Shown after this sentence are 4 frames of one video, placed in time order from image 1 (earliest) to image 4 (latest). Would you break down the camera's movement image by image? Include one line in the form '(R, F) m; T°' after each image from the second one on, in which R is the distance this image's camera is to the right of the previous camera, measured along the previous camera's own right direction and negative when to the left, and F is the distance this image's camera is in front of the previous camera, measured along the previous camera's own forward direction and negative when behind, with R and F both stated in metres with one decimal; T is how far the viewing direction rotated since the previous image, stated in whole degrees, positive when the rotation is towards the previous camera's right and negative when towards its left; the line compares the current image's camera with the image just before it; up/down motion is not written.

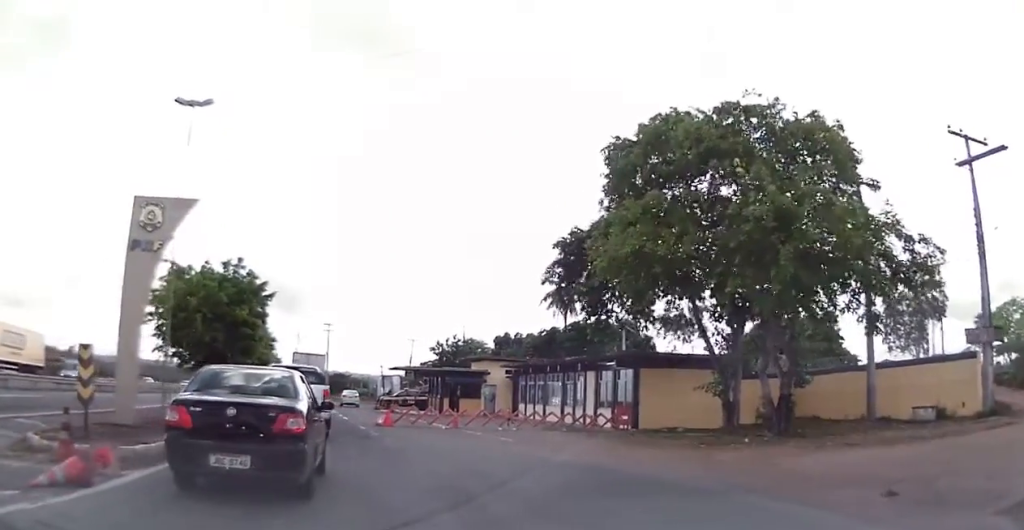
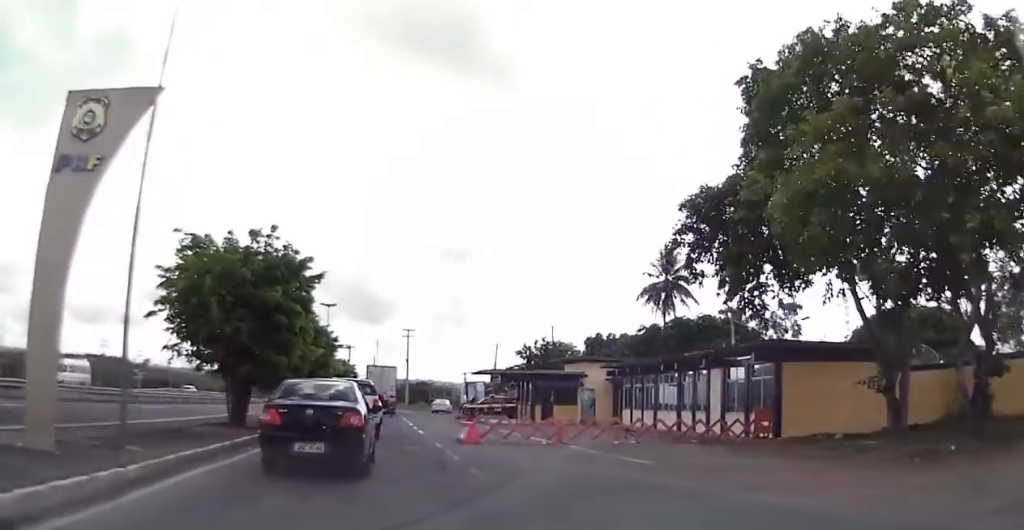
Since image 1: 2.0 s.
(-1.1, +5.2) m; -13°
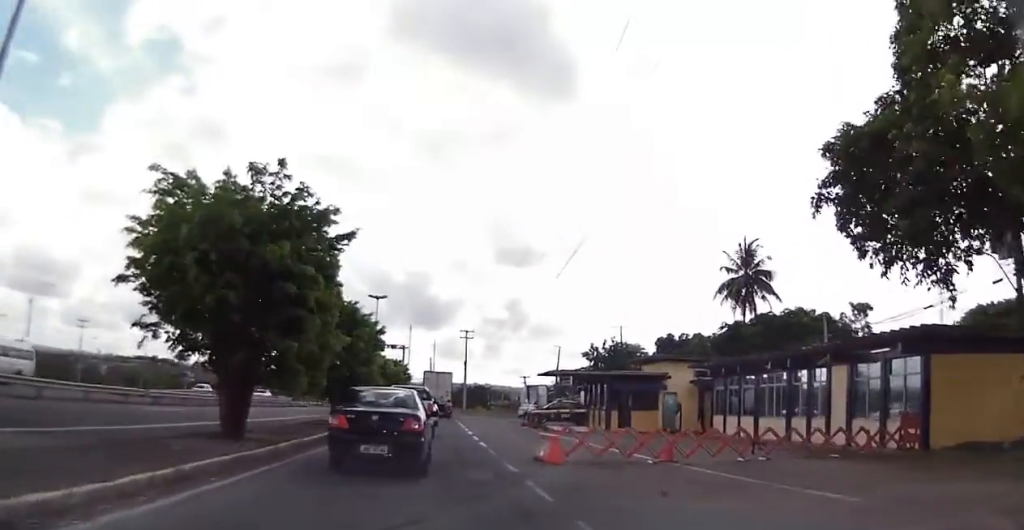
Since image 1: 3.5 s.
(0.0, +4.8) m; -1°
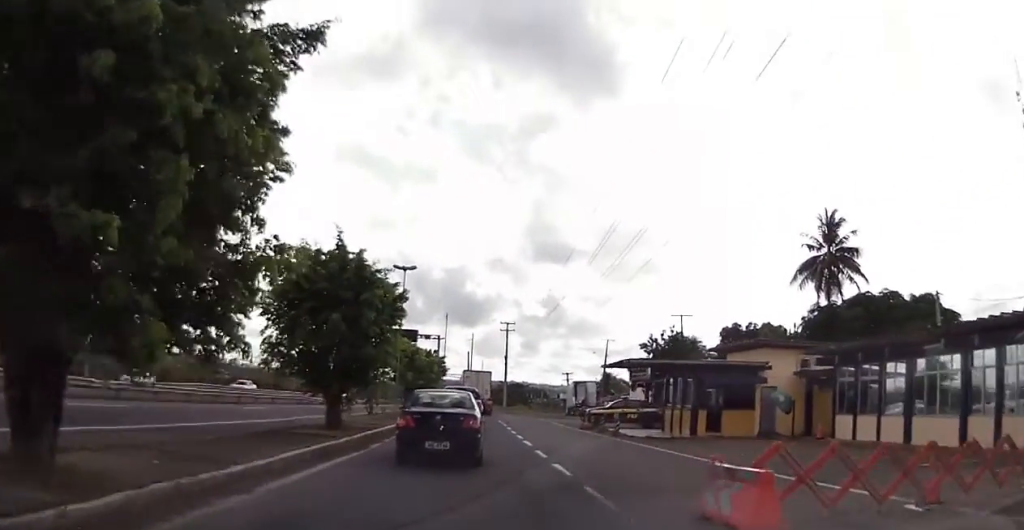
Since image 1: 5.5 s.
(-0.5, +8.0) m; -6°
